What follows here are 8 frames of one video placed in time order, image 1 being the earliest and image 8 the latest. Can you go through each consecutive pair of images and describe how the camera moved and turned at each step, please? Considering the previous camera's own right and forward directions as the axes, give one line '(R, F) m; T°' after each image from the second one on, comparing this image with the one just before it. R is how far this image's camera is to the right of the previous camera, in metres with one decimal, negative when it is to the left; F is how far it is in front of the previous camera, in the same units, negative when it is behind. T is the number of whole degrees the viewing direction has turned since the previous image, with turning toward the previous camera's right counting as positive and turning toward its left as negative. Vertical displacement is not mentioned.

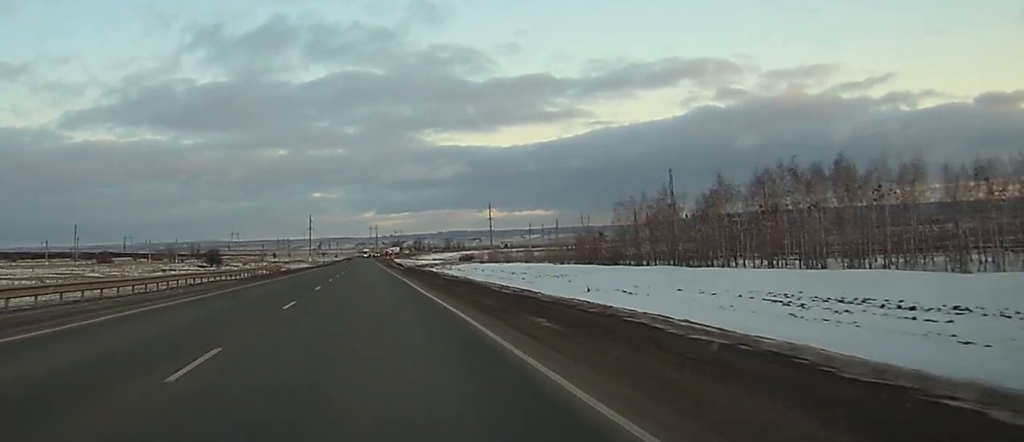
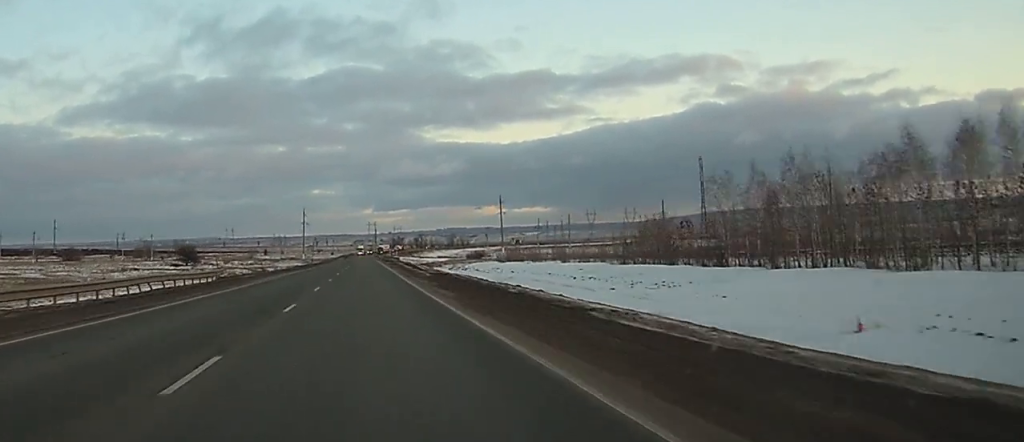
(+0.1, +36.7) m; 0°
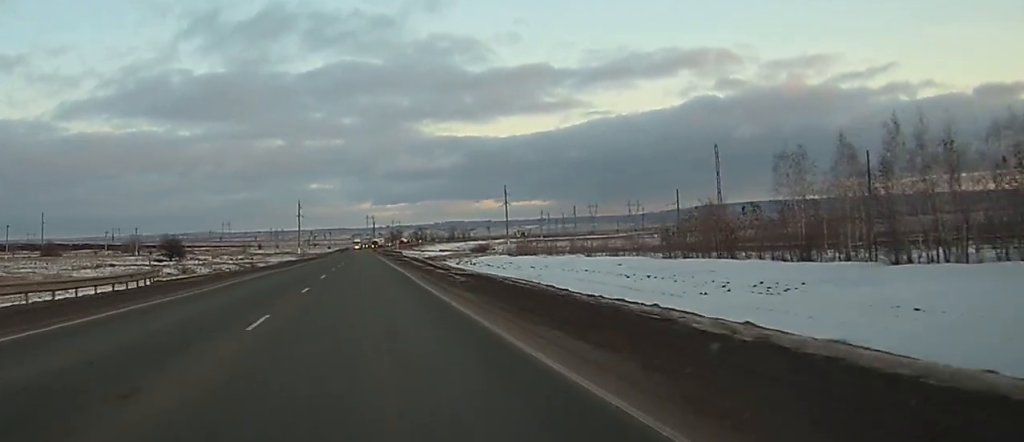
(0.0, +17.9) m; 0°
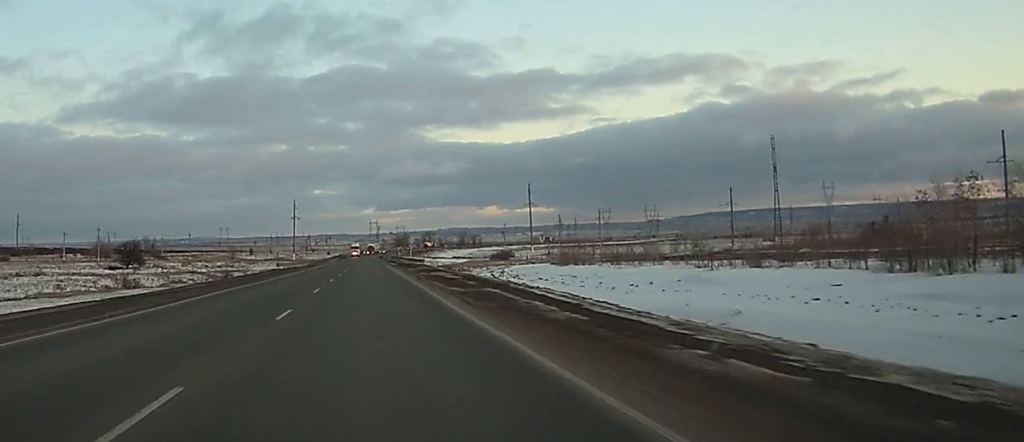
(-0.3, +44.4) m; -1°
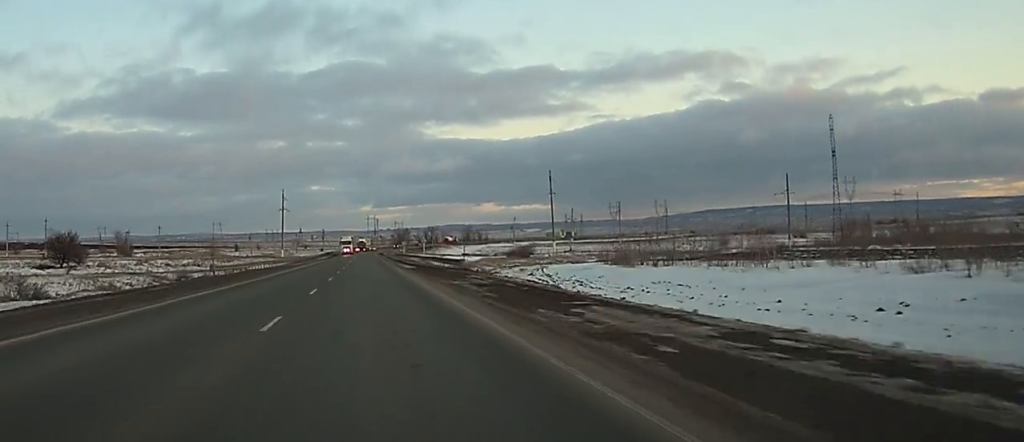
(0.0, +39.2) m; 0°
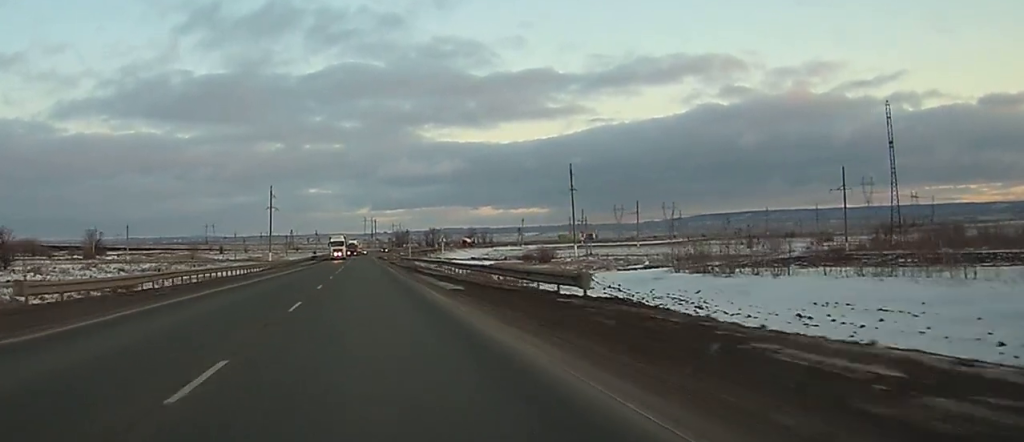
(+0.2, +30.8) m; 0°
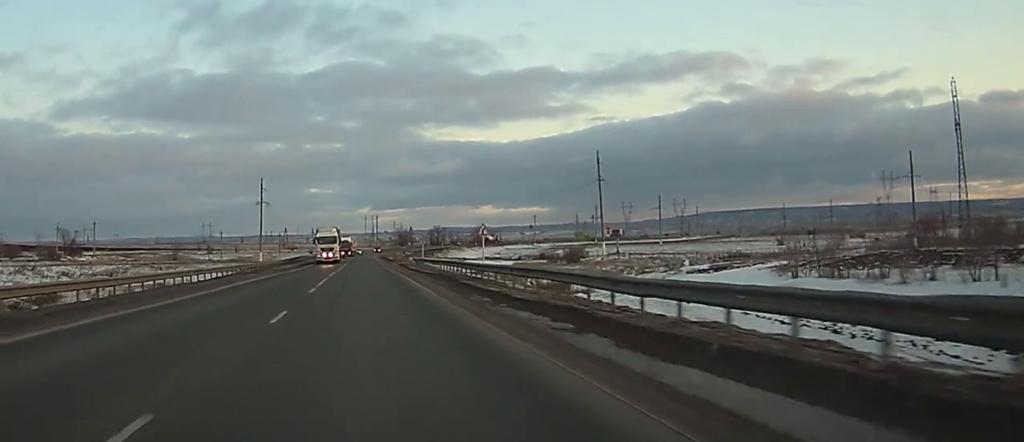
(0.0, +27.7) m; 0°
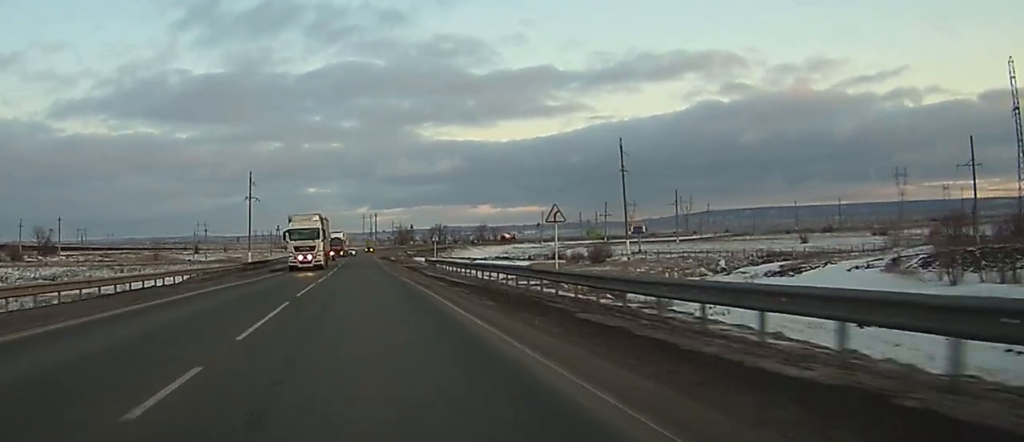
(0.0, +21.3) m; 0°
